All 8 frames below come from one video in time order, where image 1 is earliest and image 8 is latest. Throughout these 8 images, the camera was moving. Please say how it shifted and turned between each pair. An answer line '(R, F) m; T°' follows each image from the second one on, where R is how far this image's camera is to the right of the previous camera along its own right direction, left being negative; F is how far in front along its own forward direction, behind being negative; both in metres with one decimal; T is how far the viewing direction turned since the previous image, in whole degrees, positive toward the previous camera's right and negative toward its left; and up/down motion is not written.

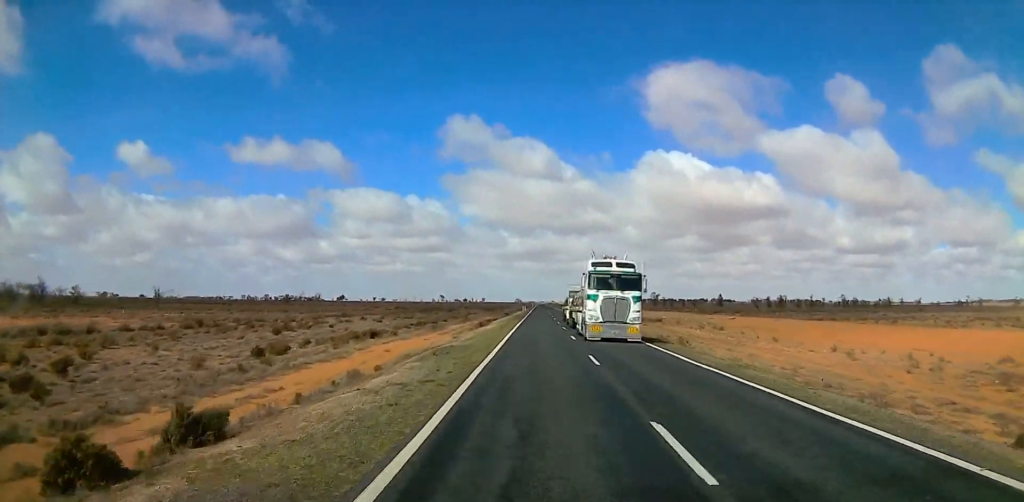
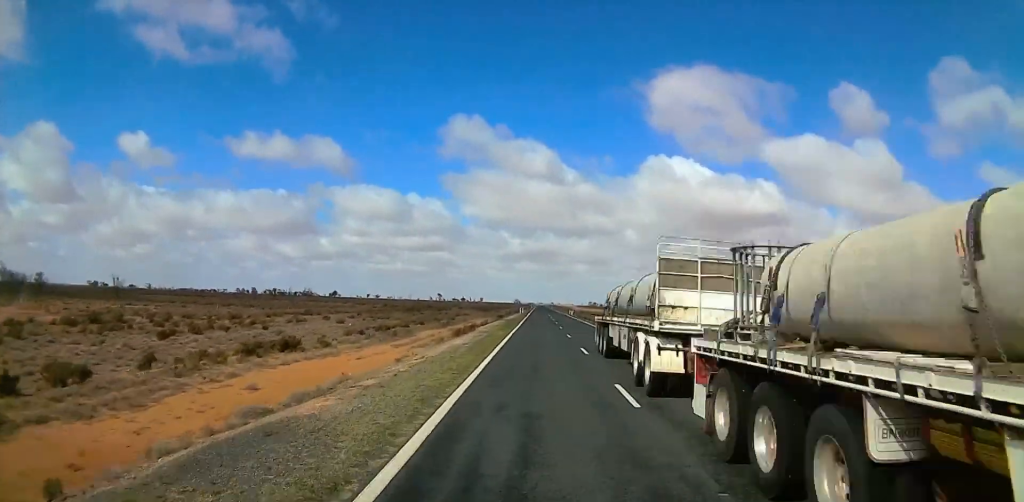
(-0.1, +19.0) m; 0°
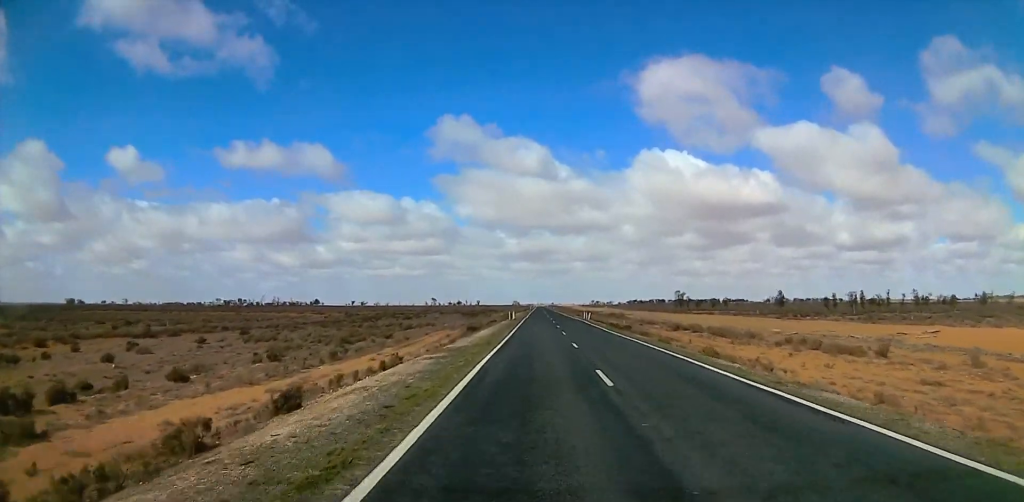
(+0.9, +45.2) m; +2°
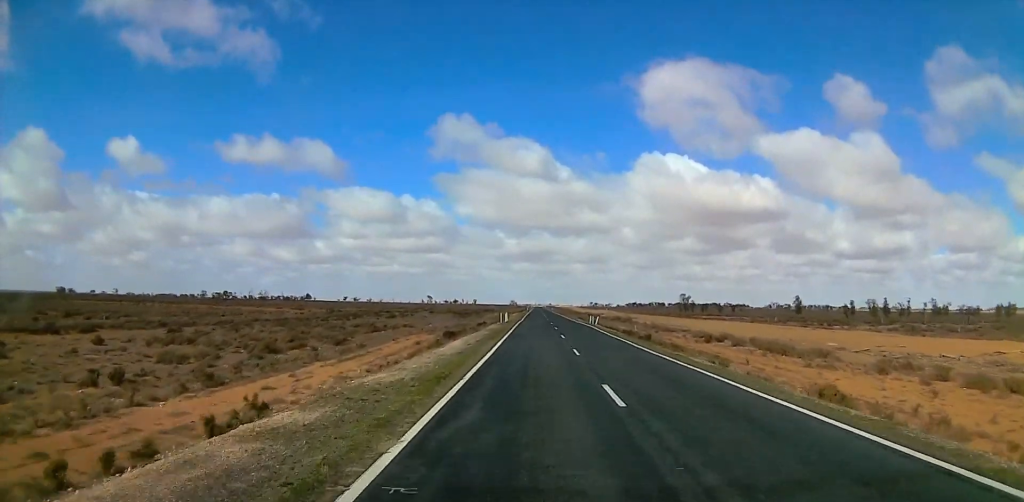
(0.0, +14.1) m; 0°
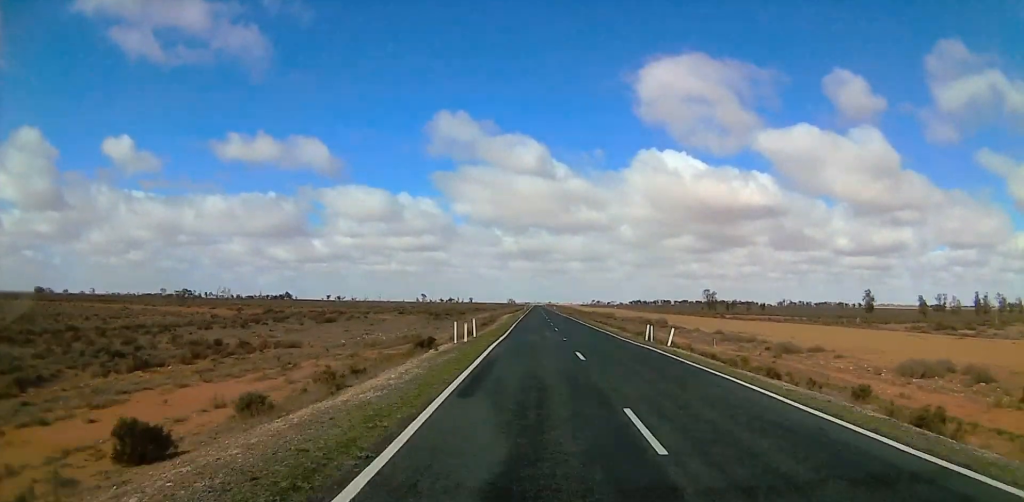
(0.0, +38.8) m; 0°
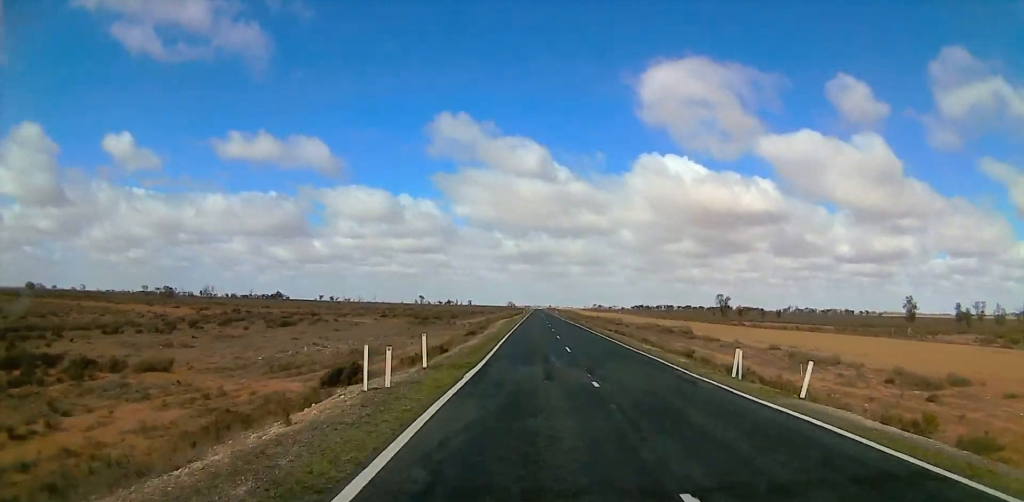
(-0.1, +16.4) m; 0°
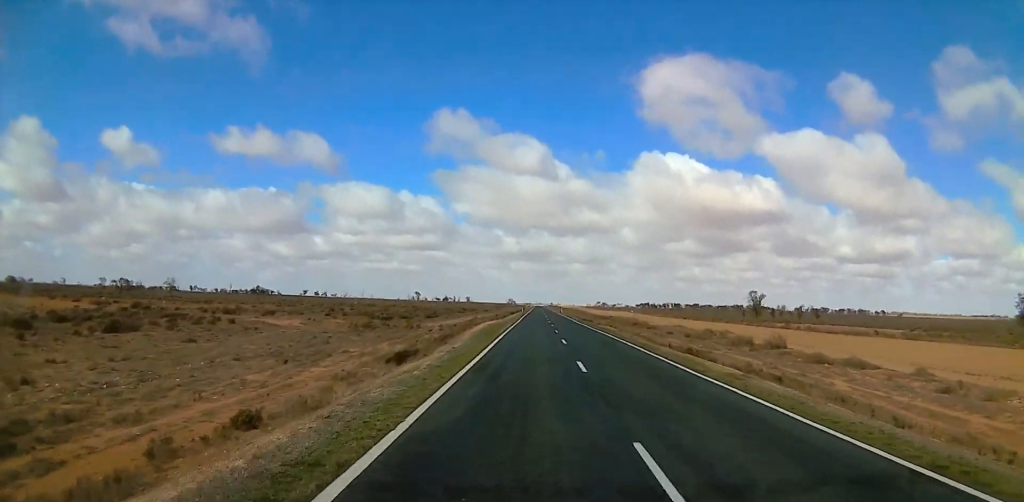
(-0.1, +32.1) m; 0°
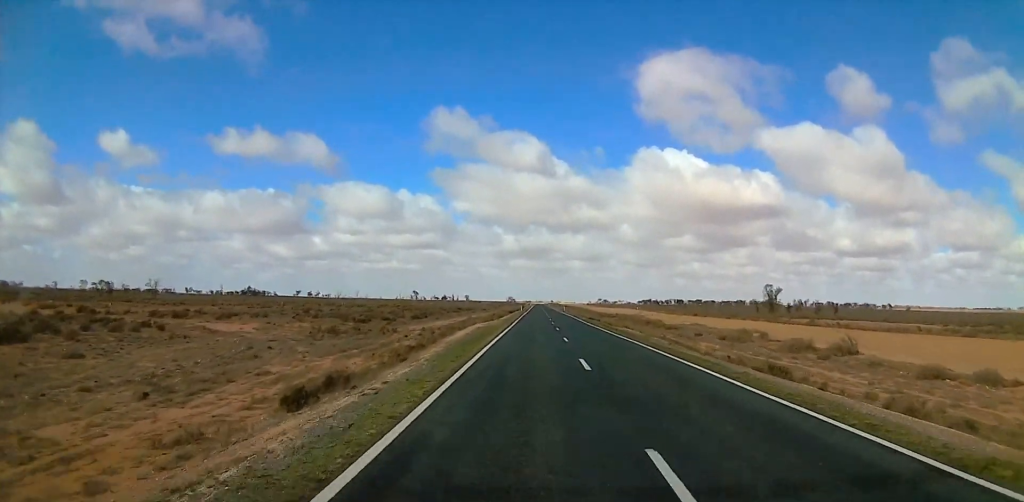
(0.0, +12.7) m; 0°
